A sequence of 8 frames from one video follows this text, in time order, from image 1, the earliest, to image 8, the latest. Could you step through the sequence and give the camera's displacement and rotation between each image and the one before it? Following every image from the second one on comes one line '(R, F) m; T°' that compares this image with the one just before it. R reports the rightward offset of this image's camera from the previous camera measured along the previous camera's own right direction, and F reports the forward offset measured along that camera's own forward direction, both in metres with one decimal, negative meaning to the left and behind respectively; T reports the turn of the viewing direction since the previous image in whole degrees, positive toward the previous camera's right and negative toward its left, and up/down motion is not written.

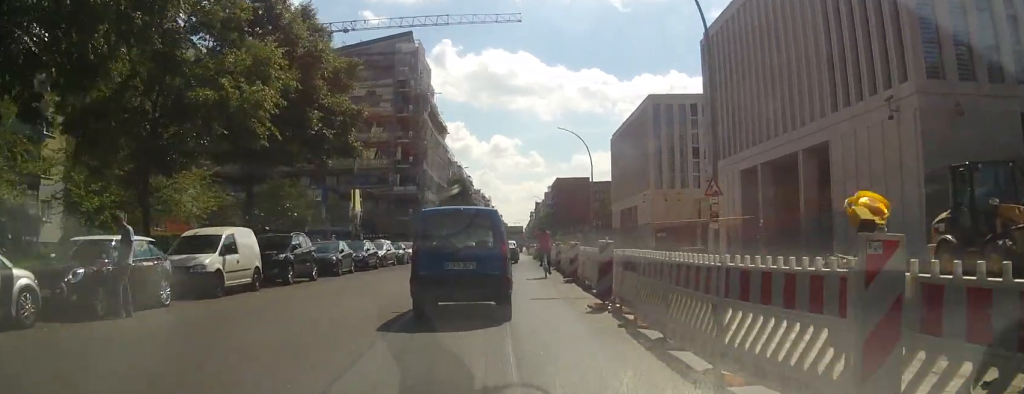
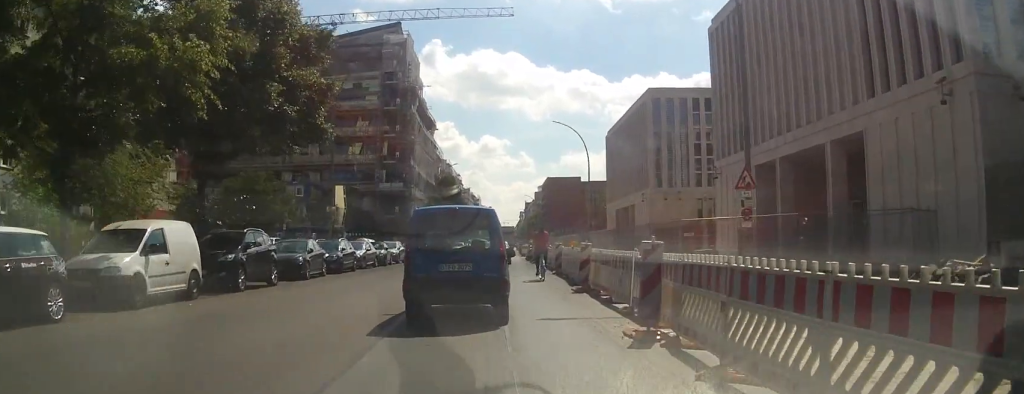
(0.0, +4.0) m; +2°
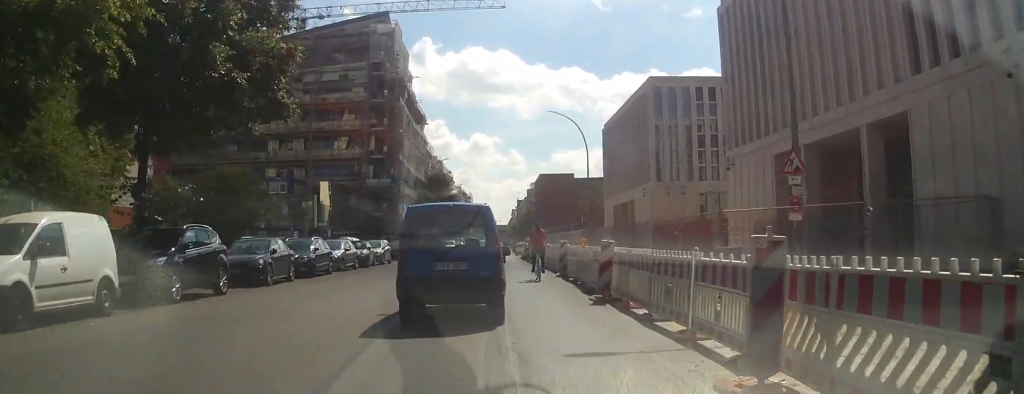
(+0.1, +3.9) m; 0°
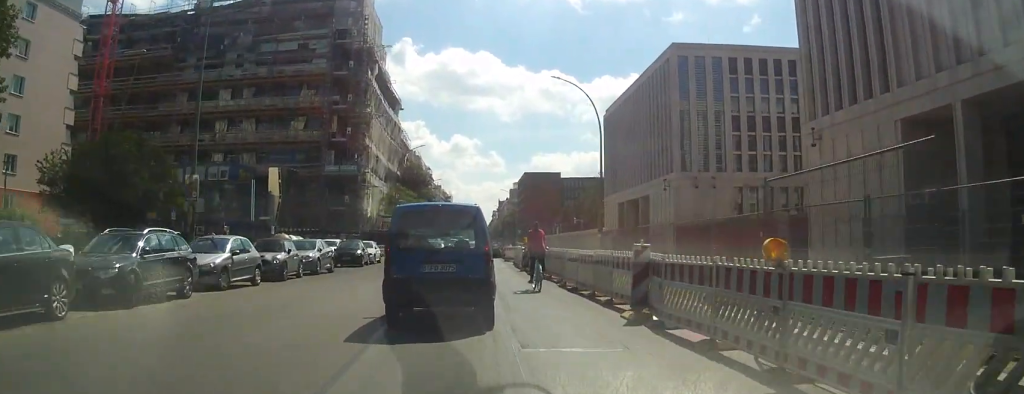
(0.0, +13.6) m; +1°
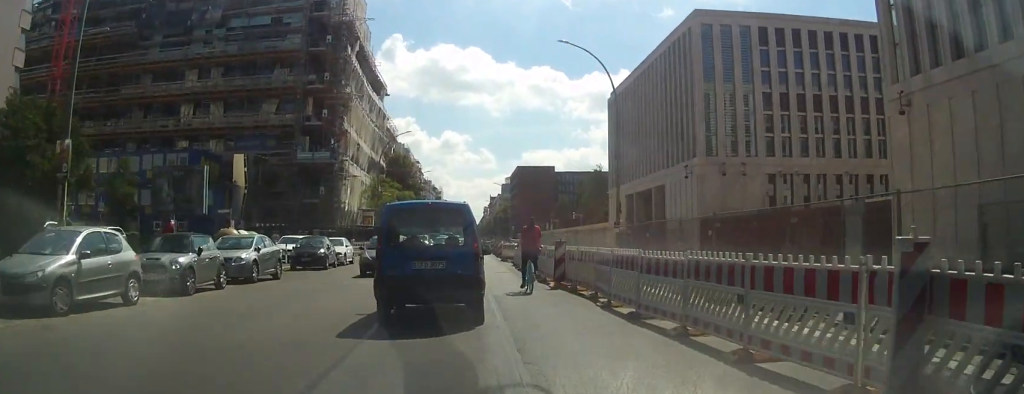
(+0.2, +7.8) m; 0°
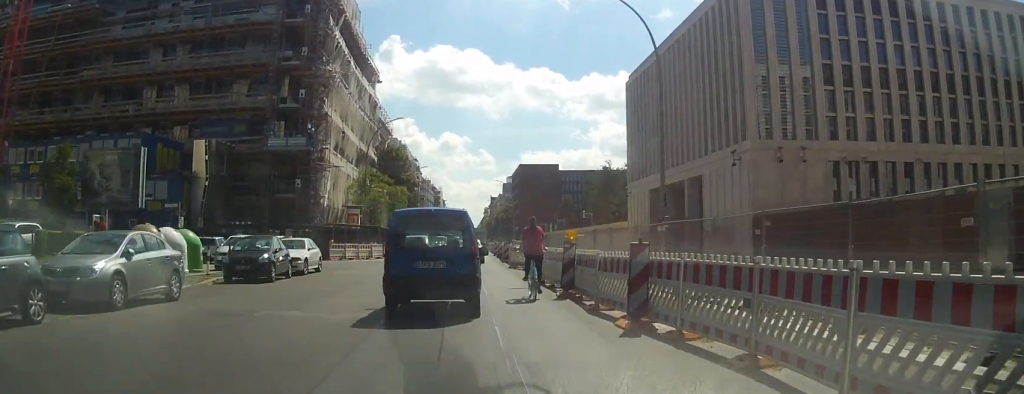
(-0.2, +8.9) m; -2°
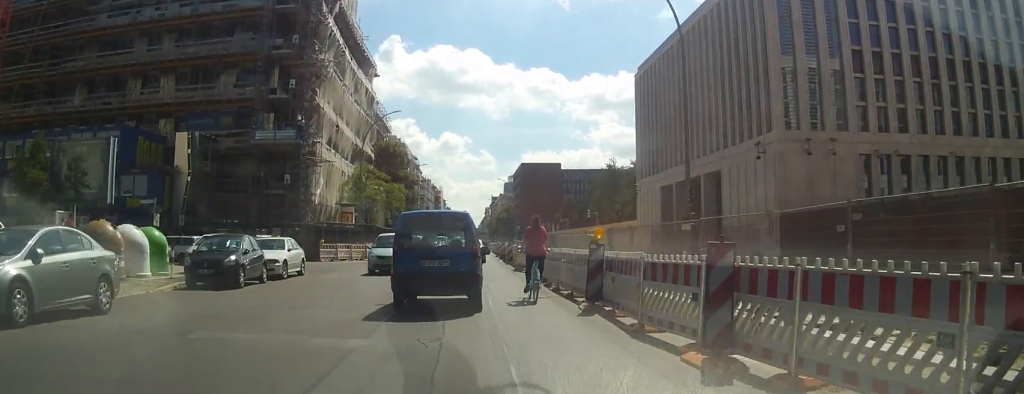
(0.0, +3.3) m; +1°
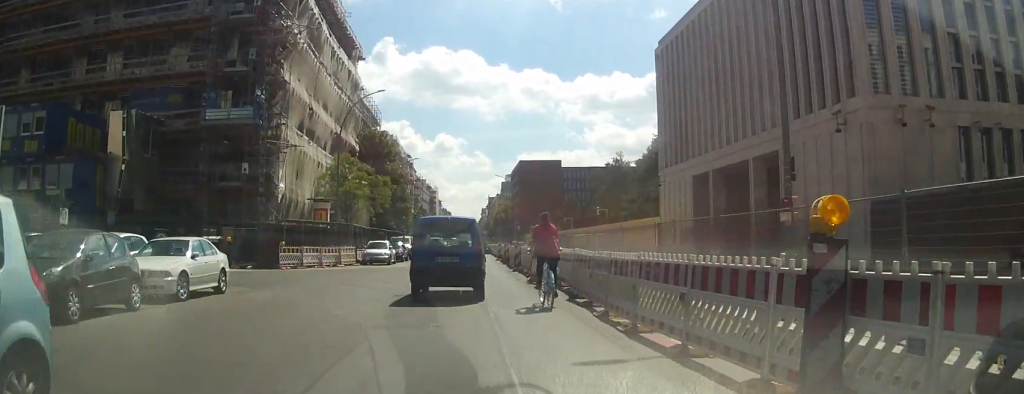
(+0.2, +8.6) m; +2°
